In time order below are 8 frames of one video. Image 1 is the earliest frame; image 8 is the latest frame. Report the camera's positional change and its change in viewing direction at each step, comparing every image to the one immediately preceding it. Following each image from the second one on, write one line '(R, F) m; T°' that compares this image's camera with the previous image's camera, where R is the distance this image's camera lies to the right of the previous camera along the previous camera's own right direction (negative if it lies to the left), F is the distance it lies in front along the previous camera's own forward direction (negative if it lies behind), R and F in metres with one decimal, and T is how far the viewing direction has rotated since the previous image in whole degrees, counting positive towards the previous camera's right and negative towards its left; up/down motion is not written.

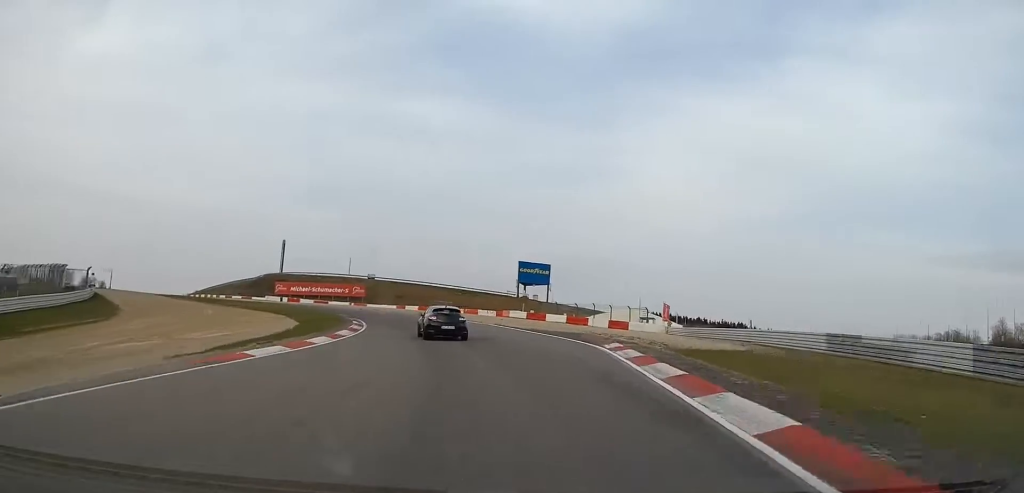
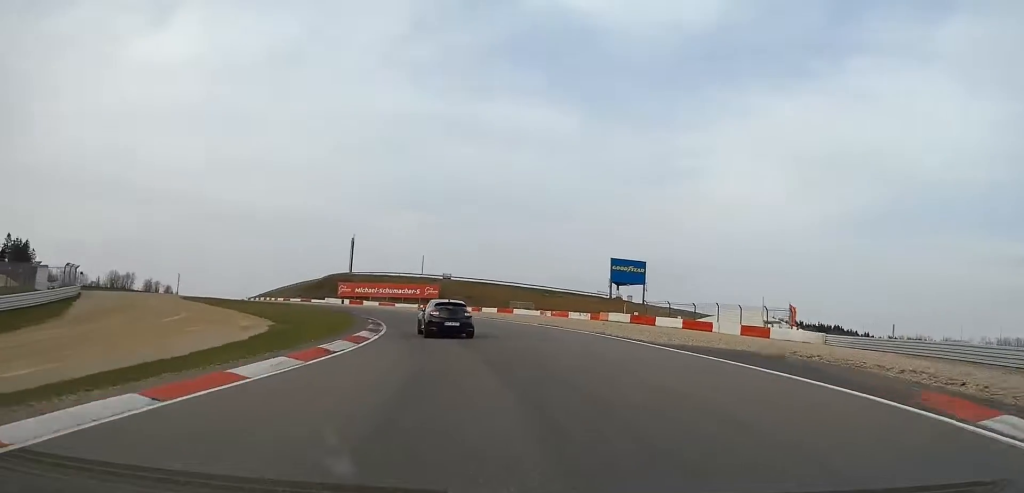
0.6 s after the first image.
(-0.2, +19.9) m; -6°
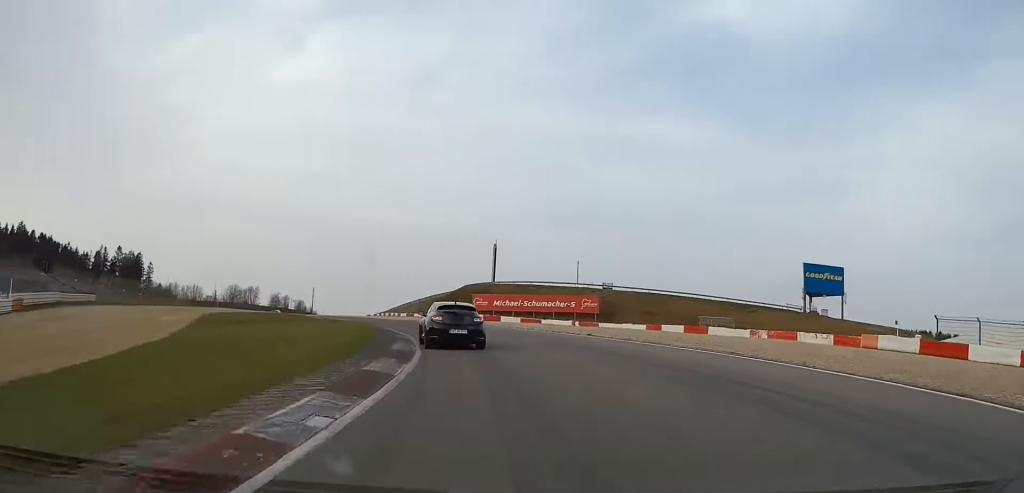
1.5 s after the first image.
(-3.2, +30.5) m; -14°
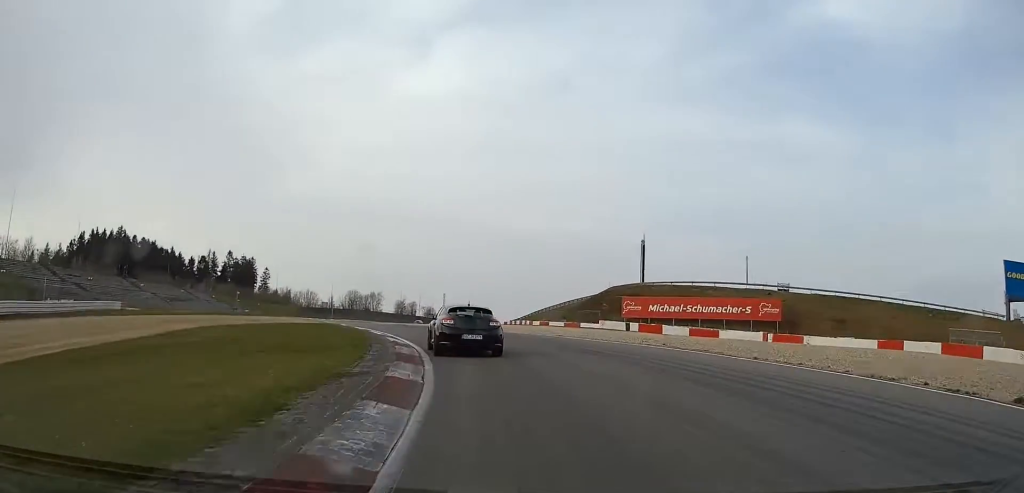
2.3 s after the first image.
(-3.4, +24.6) m; -13°
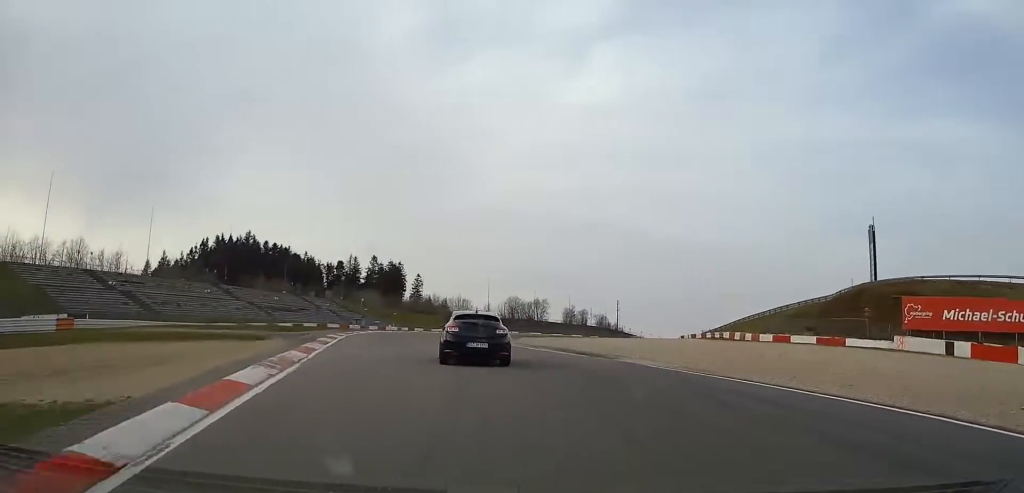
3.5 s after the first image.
(-5.5, +36.3) m; -15°
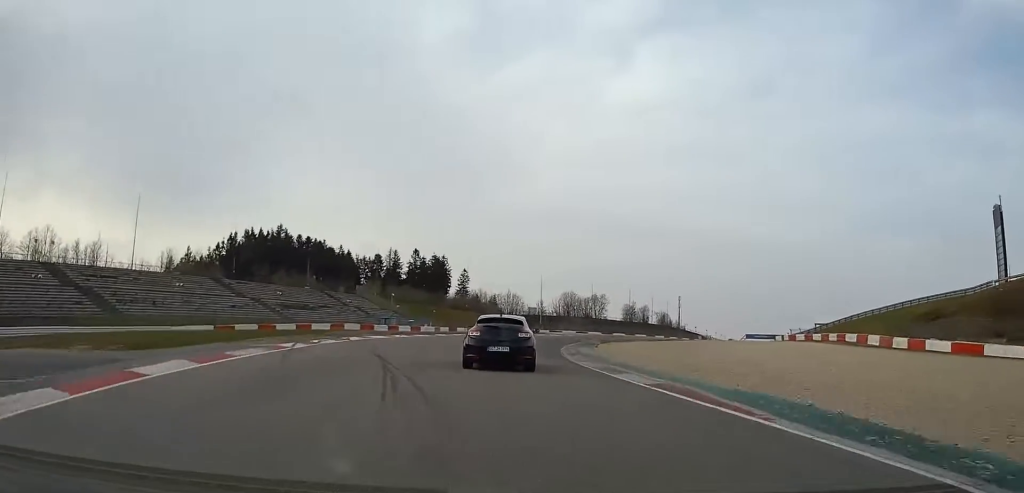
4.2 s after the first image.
(-1.5, +24.4) m; -2°
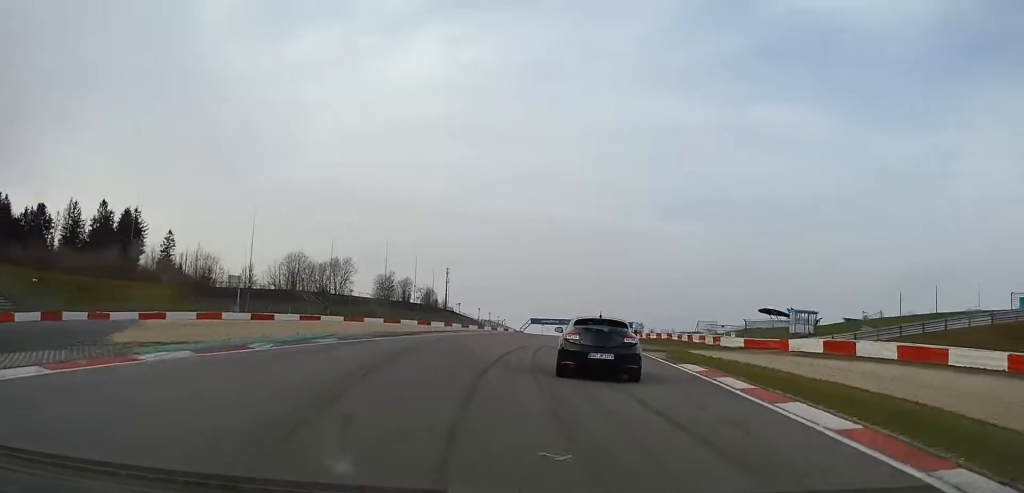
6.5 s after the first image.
(+4.5, +79.2) m; +14°
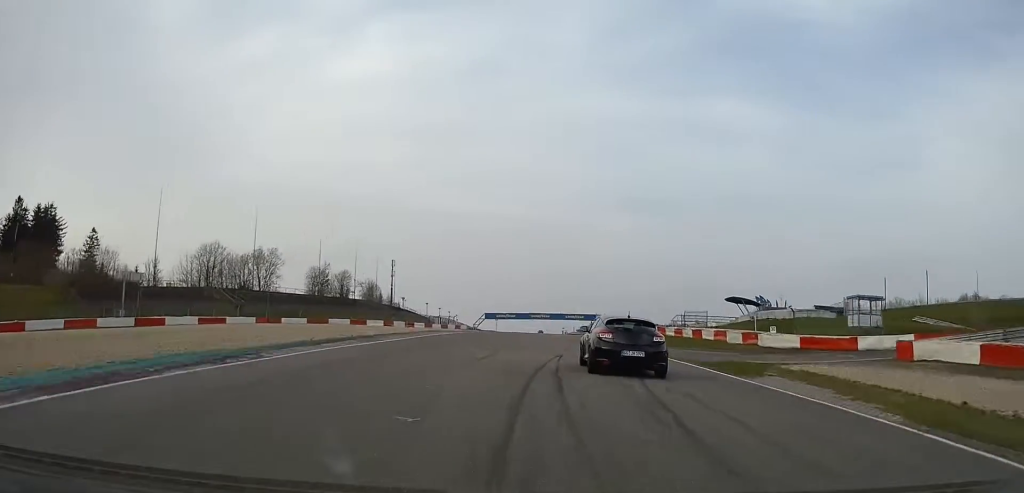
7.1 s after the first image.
(+2.4, +22.0) m; +7°
